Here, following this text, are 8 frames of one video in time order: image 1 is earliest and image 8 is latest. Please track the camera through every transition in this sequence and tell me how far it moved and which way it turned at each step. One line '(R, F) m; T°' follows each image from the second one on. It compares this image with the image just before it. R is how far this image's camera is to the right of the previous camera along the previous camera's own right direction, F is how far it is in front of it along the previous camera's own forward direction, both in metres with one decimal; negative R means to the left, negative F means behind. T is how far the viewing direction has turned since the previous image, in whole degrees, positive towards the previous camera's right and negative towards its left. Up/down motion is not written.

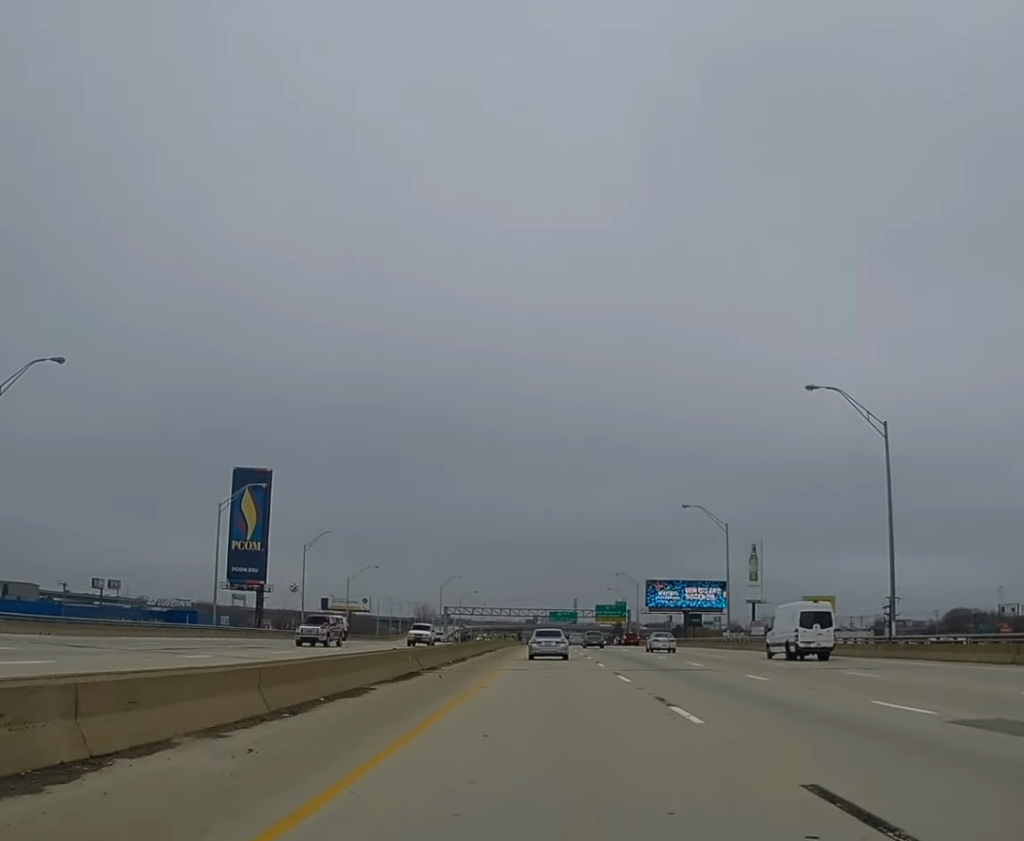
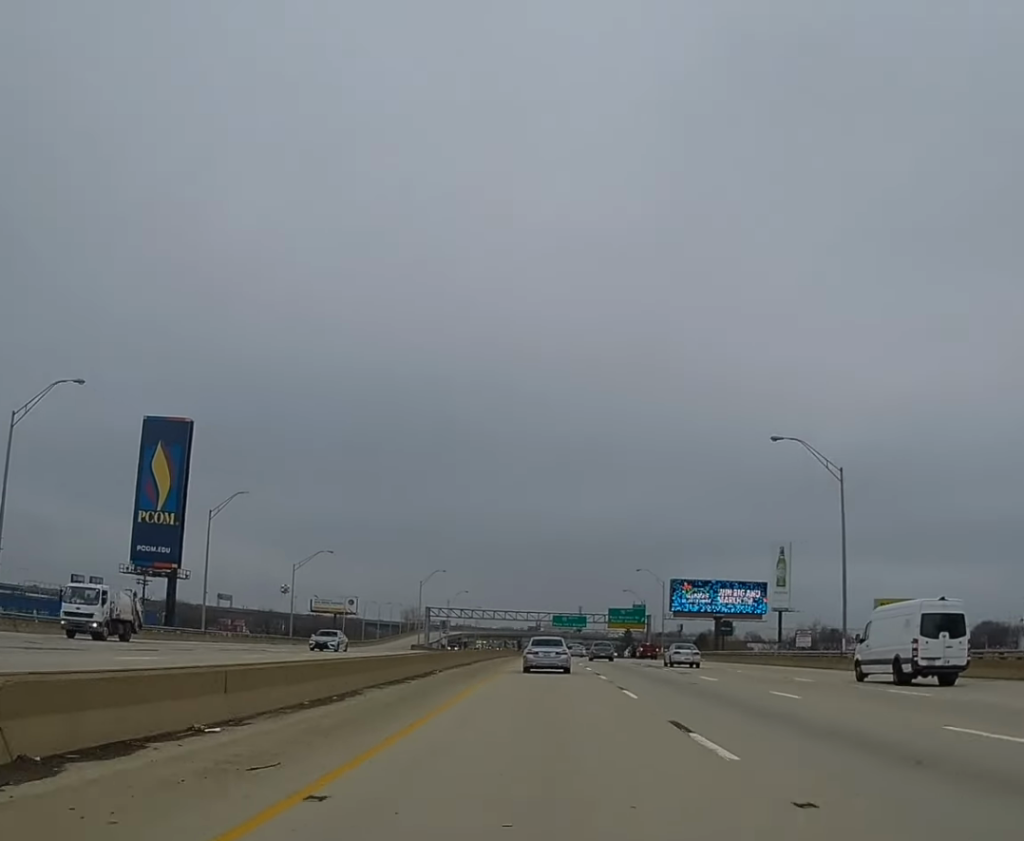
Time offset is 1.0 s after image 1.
(+0.1, +41.6) m; 0°
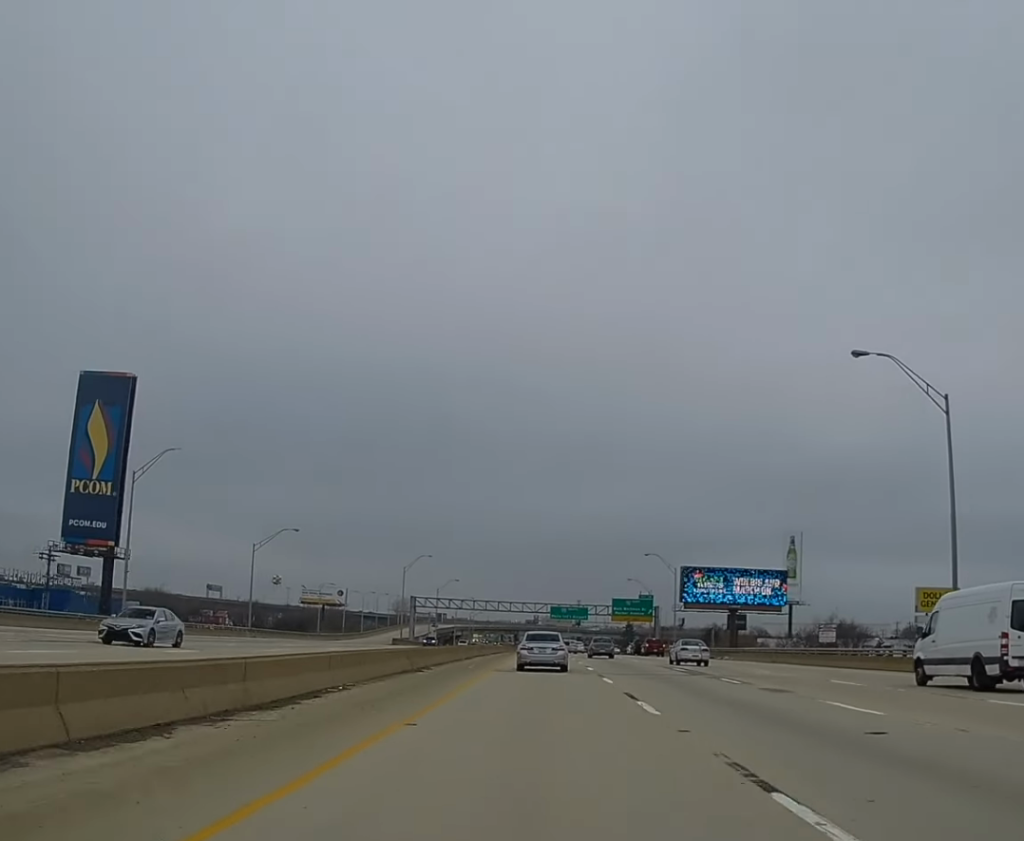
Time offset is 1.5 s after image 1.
(-0.1, +18.8) m; 0°
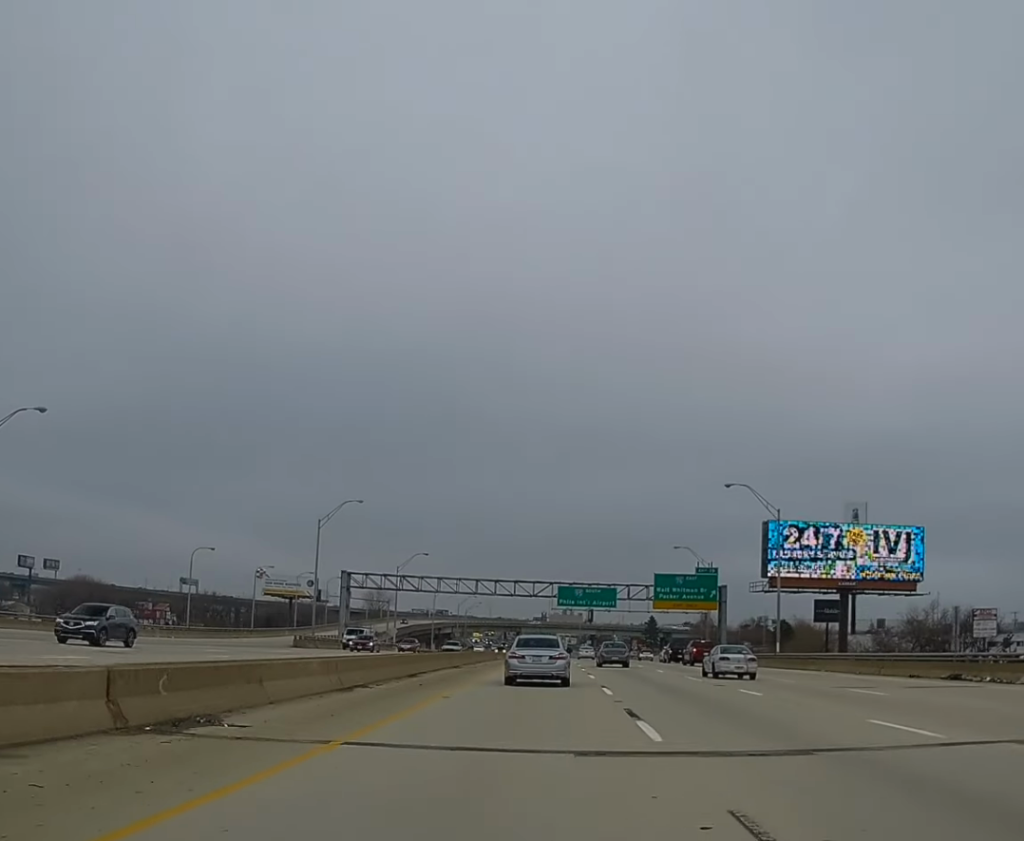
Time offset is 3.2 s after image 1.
(-0.4, +65.8) m; 0°
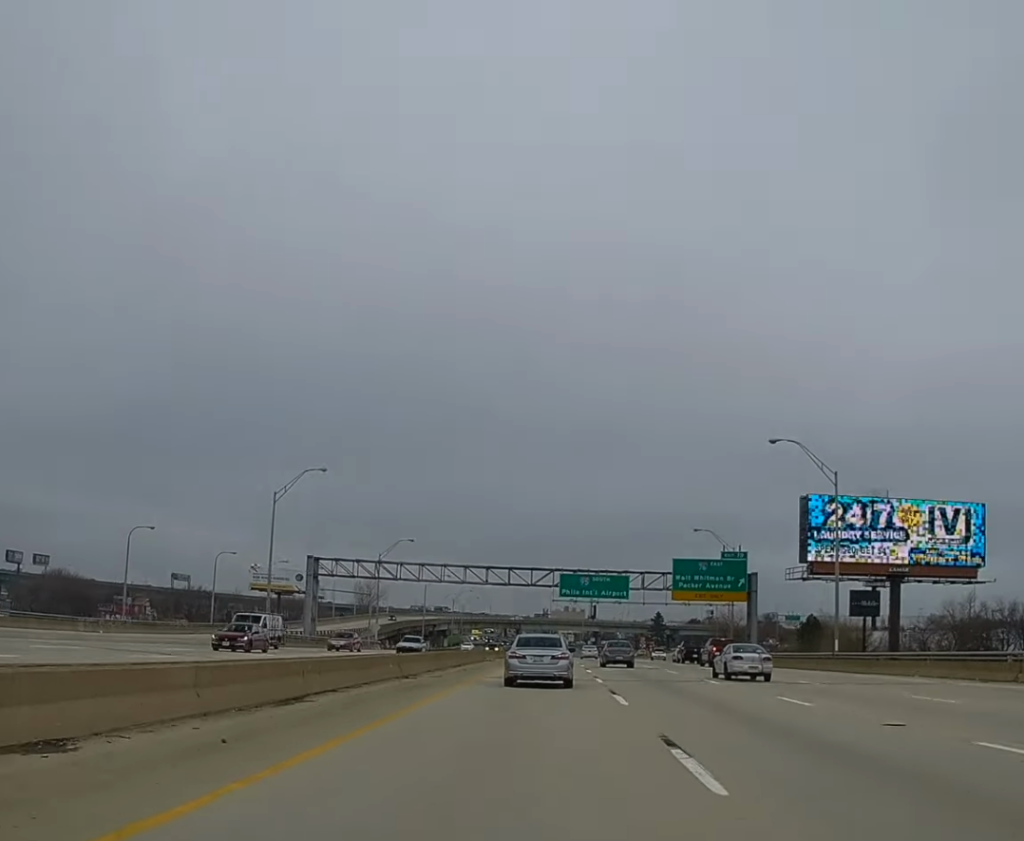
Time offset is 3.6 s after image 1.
(0.0, +17.0) m; 0°
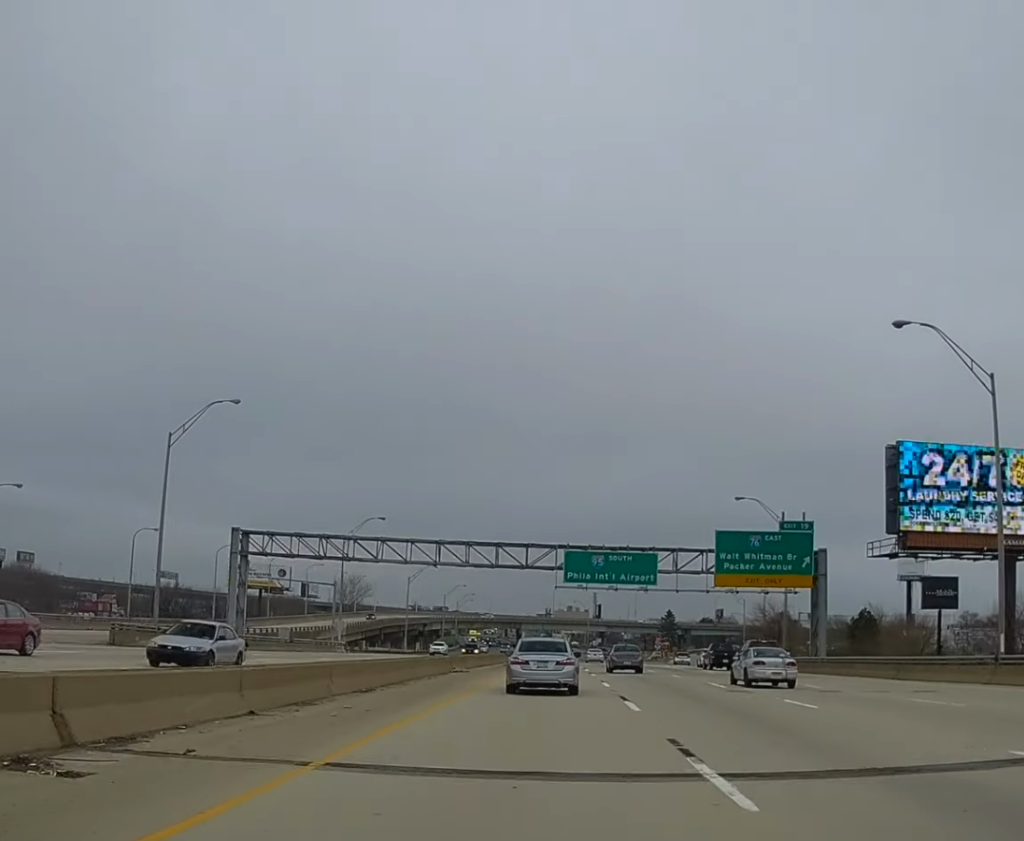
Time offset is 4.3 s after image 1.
(+0.1, +25.1) m; 0°
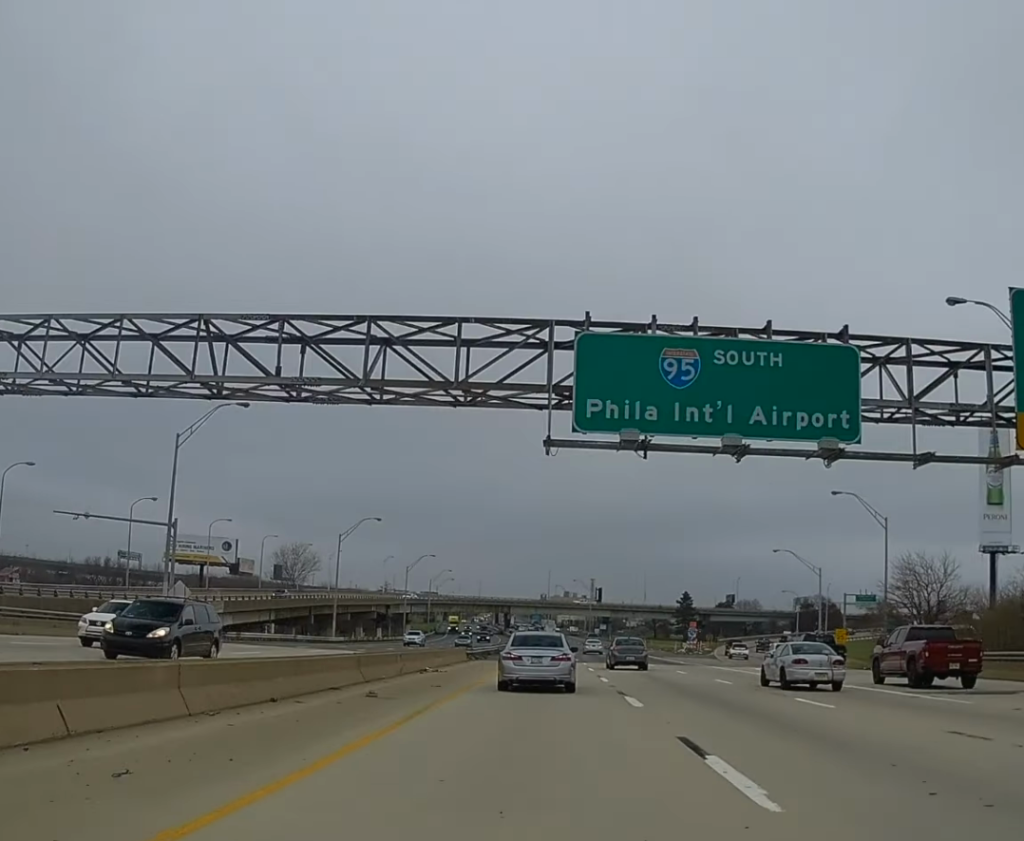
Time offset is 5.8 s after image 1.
(-0.1, +49.6) m; 0°
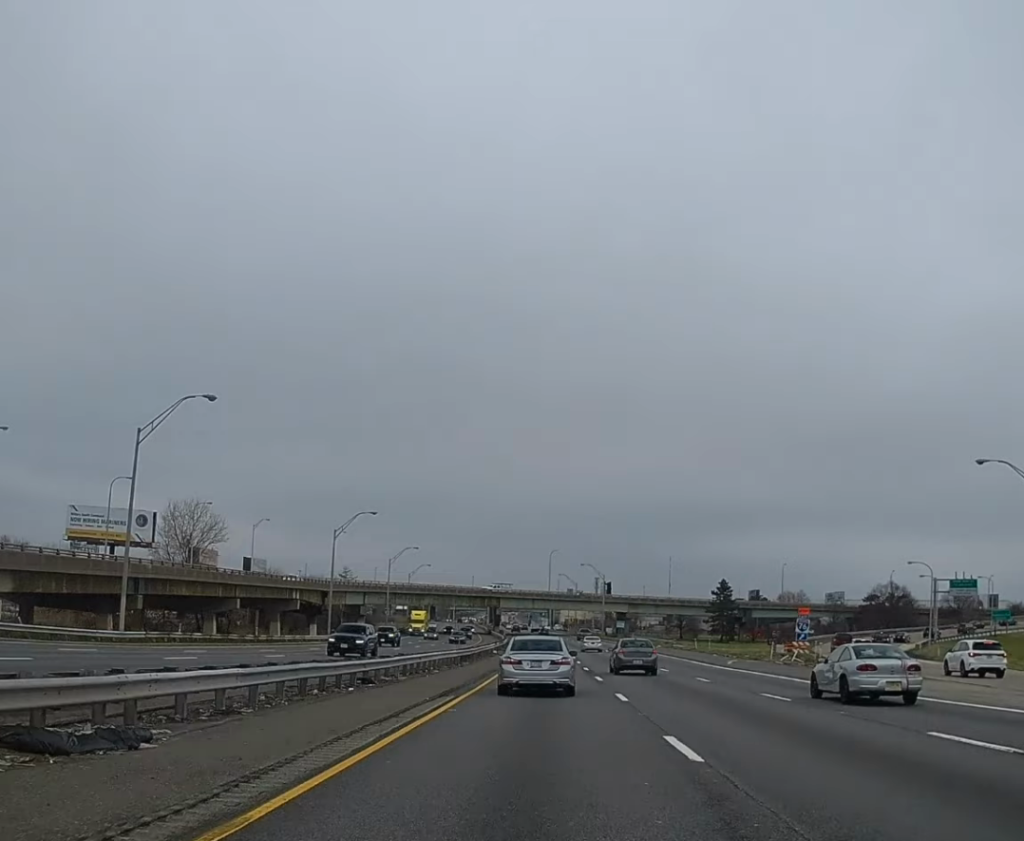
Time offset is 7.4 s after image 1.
(0.0, +56.0) m; 0°
